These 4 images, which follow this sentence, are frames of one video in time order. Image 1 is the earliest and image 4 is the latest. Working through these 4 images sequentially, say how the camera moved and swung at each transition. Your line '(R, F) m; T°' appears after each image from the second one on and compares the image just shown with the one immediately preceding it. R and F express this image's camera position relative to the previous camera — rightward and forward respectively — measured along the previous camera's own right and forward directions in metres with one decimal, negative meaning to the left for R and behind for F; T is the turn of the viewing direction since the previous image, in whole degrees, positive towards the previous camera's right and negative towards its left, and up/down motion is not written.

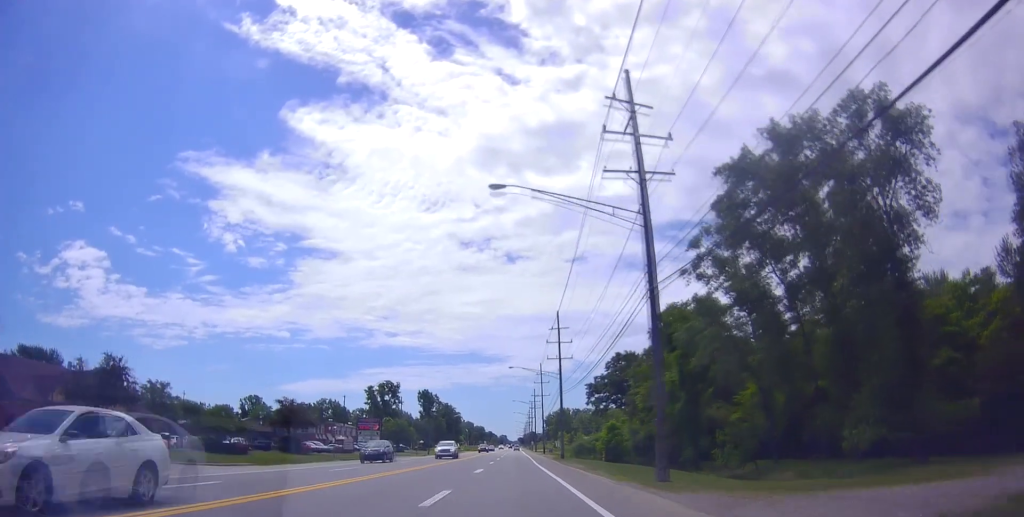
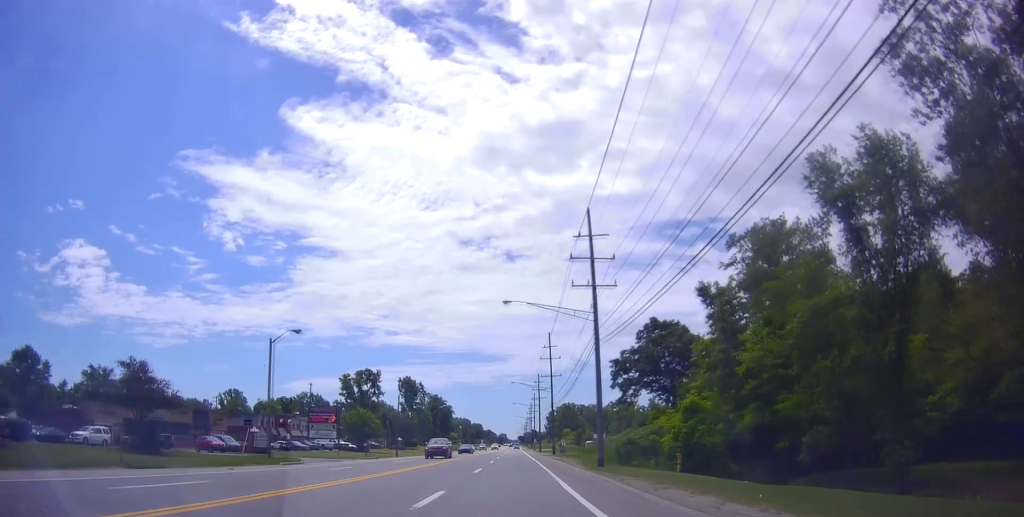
(-0.2, +31.8) m; +1°
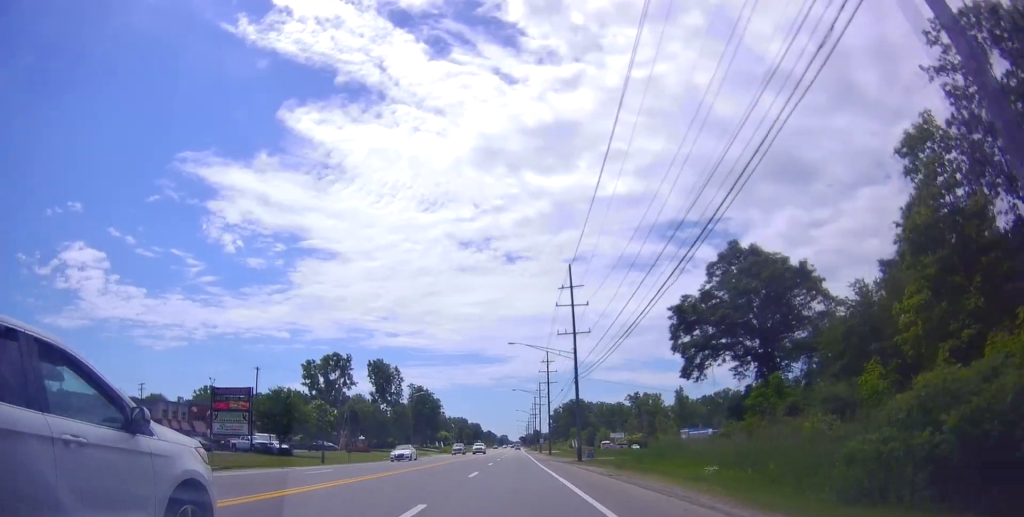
(+0.5, +34.5) m; 0°
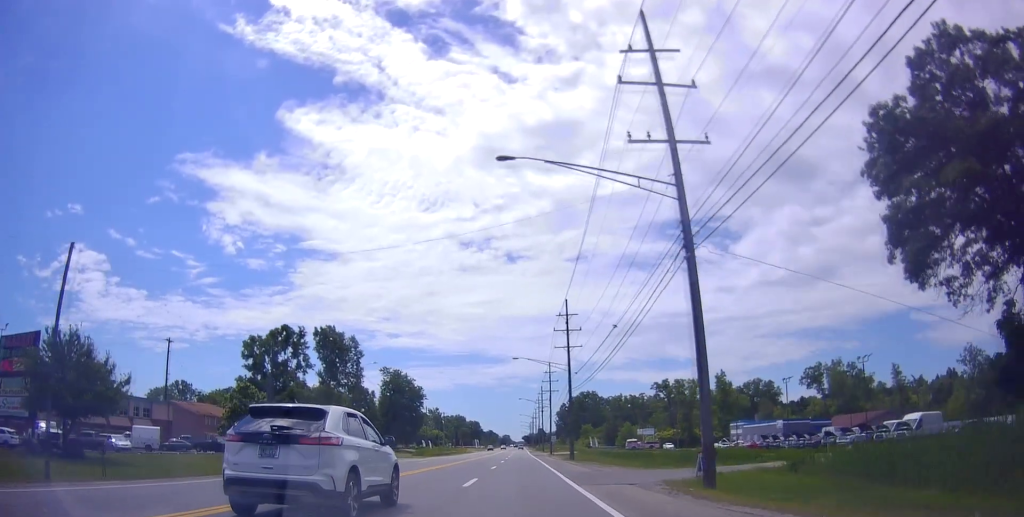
(-0.5, +35.2) m; 0°
